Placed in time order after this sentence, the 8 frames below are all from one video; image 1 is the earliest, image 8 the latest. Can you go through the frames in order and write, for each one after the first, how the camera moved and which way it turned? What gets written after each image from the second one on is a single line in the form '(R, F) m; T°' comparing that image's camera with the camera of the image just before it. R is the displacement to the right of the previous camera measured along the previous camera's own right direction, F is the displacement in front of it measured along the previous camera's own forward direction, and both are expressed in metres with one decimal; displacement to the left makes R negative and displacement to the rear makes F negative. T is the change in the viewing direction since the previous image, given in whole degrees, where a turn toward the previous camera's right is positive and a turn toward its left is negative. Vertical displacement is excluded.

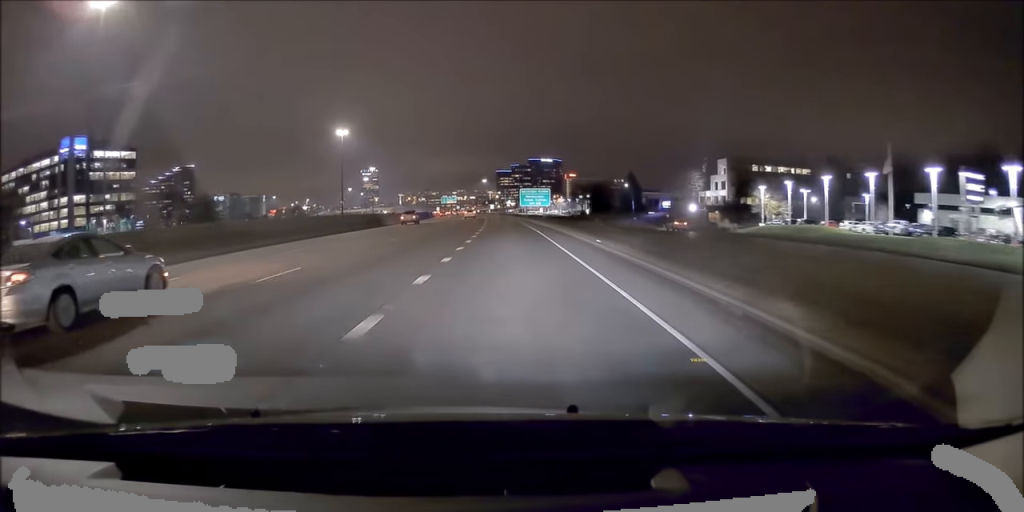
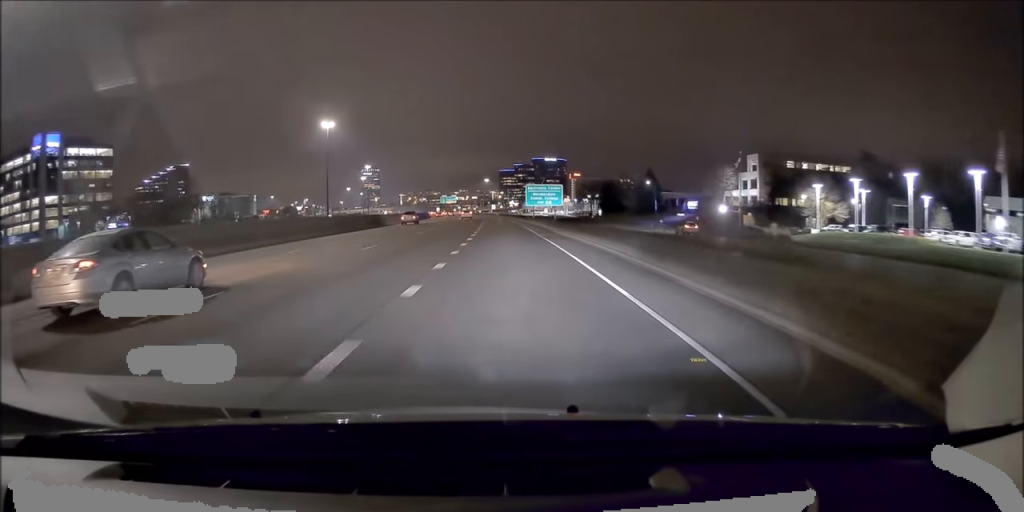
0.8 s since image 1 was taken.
(-0.3, +19.9) m; -1°
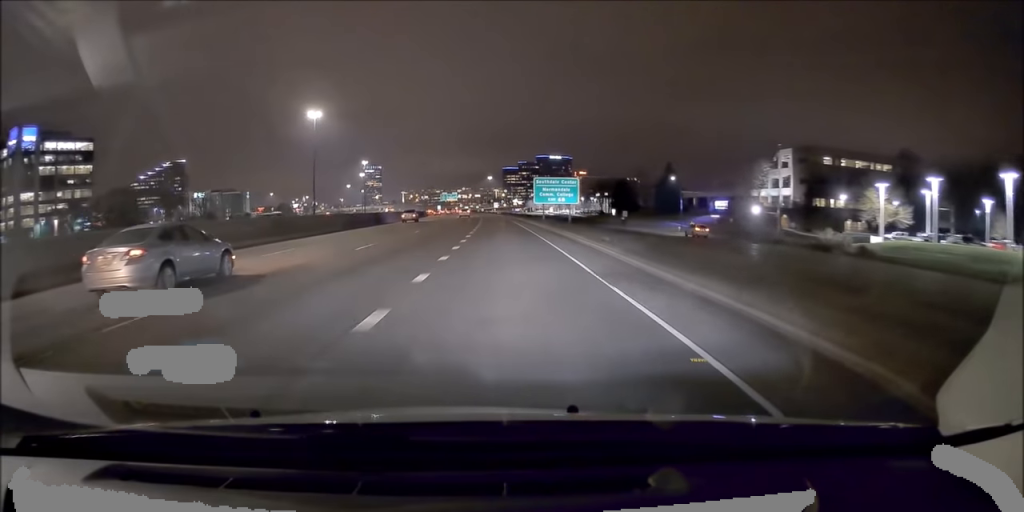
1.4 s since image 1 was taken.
(-0.1, +16.5) m; 0°
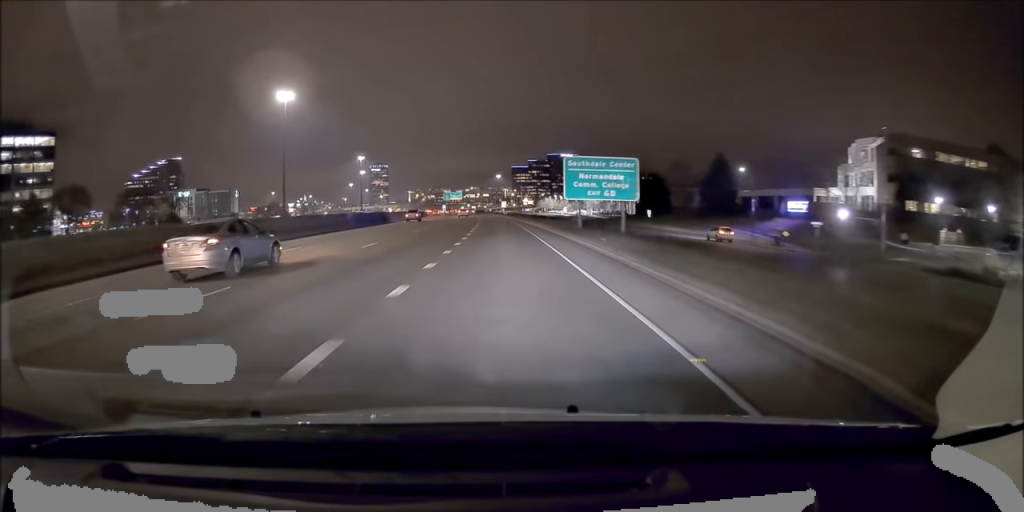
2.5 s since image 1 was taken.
(-0.1, +29.6) m; 0°
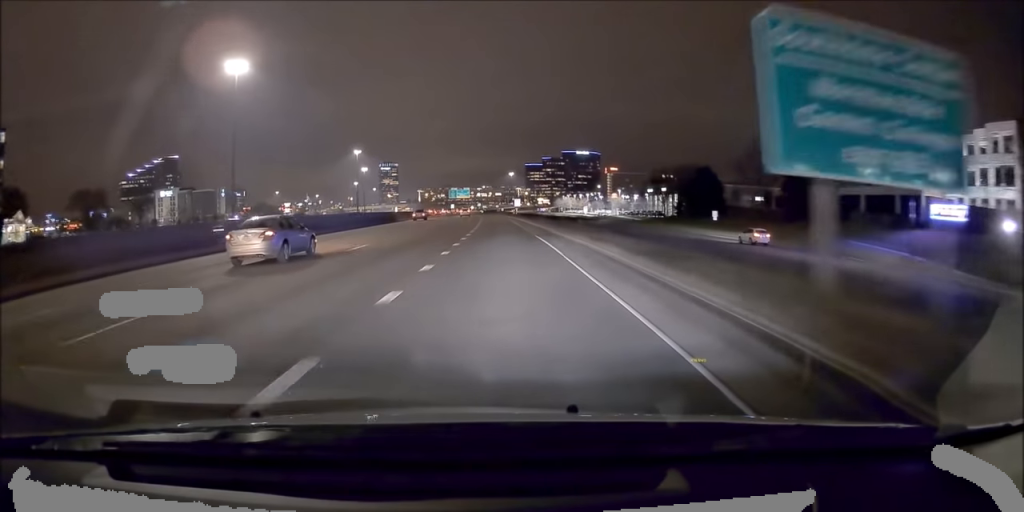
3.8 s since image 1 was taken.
(0.0, +33.0) m; -1°
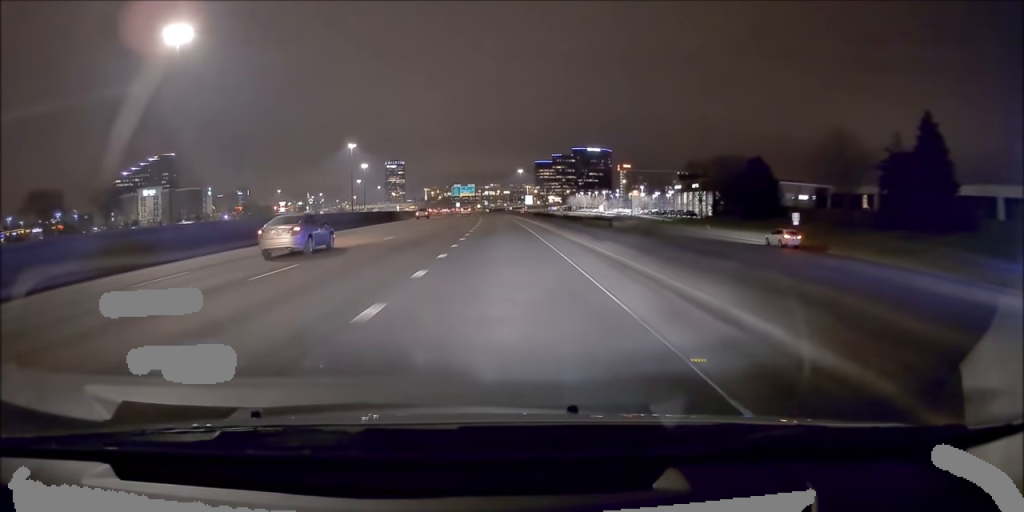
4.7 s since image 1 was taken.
(-0.2, +24.1) m; -1°
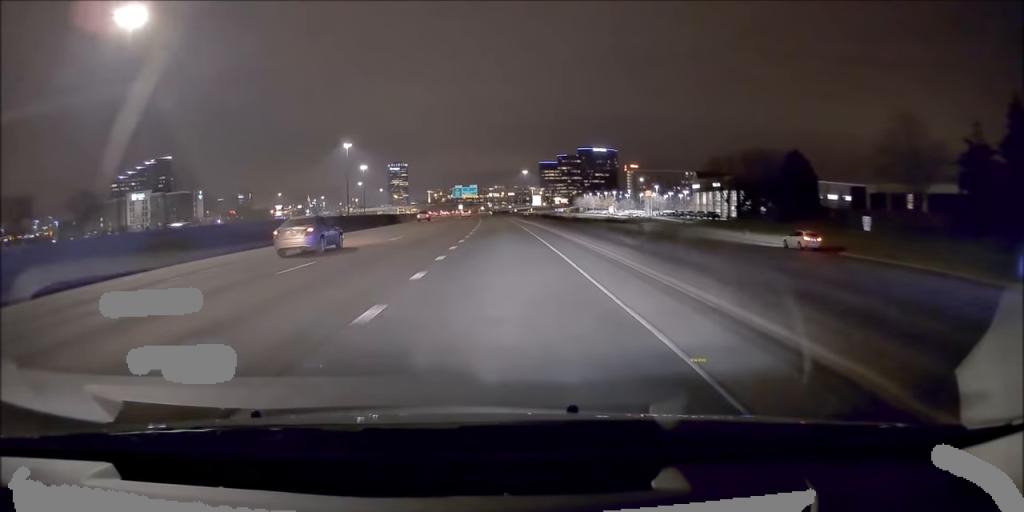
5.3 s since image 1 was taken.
(-0.1, +13.7) m; 0°
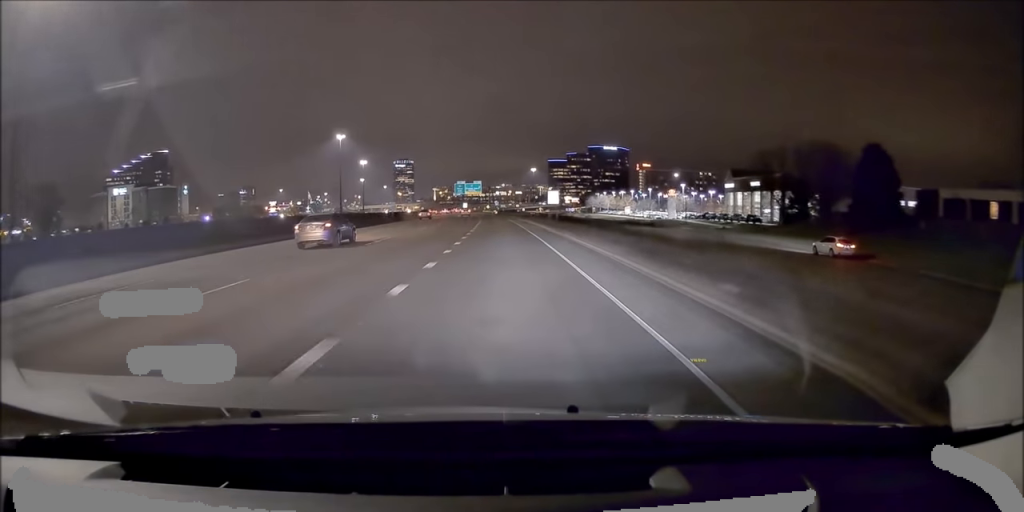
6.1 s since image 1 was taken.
(+0.1, +20.6) m; -1°
